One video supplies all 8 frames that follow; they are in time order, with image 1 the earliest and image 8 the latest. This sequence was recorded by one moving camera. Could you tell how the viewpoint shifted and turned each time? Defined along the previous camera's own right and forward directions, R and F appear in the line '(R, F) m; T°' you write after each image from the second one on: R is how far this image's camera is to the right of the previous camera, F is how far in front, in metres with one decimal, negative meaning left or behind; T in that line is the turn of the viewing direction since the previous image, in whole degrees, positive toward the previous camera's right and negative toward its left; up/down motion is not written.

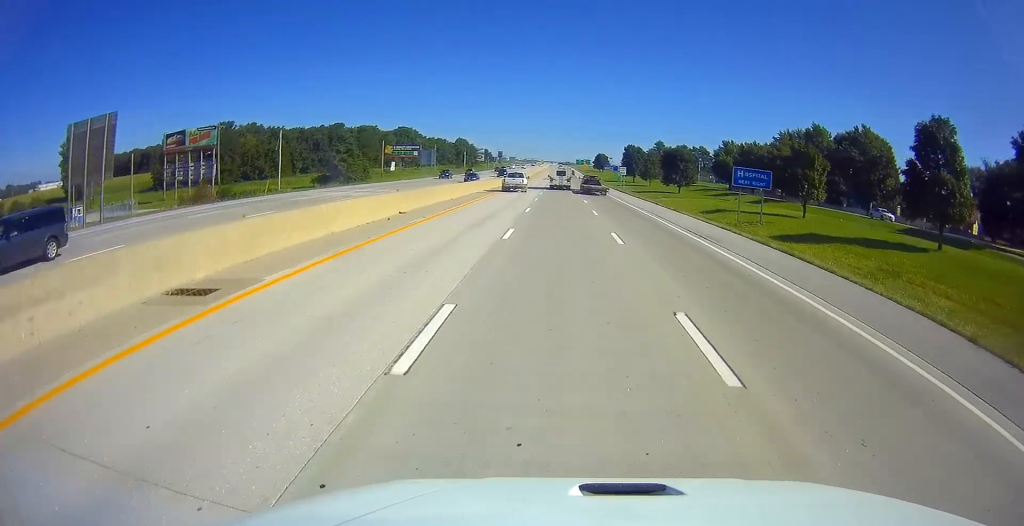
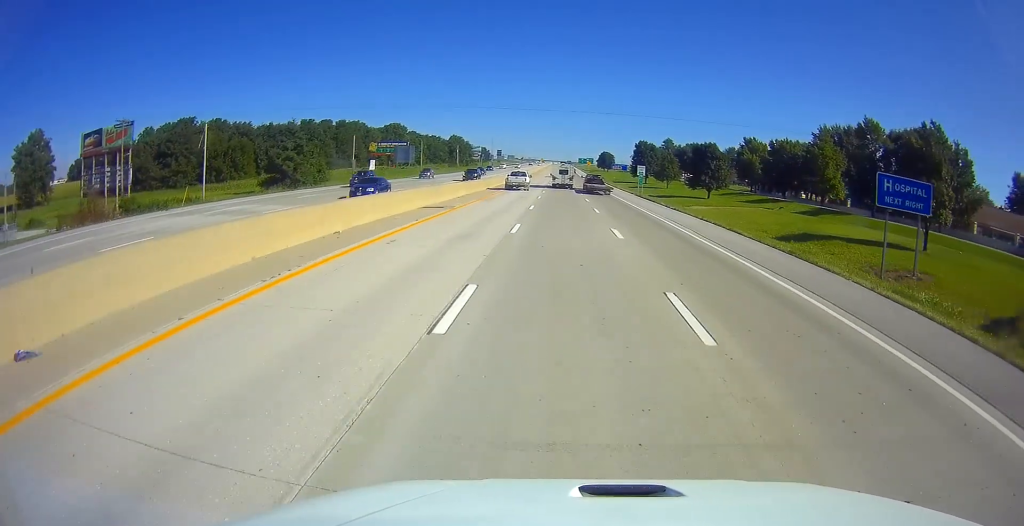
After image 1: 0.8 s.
(-0.2, +23.0) m; 0°
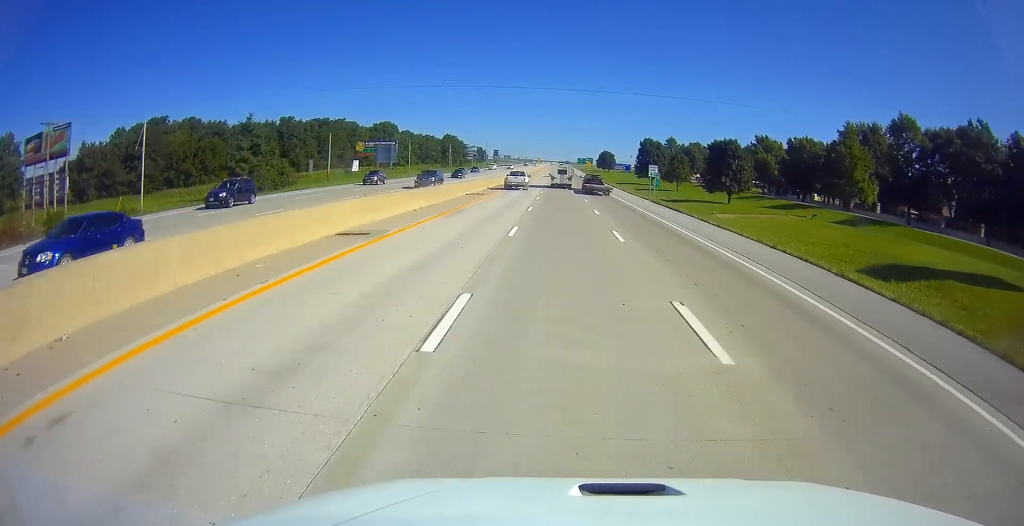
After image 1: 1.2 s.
(+0.3, +13.0) m; +1°
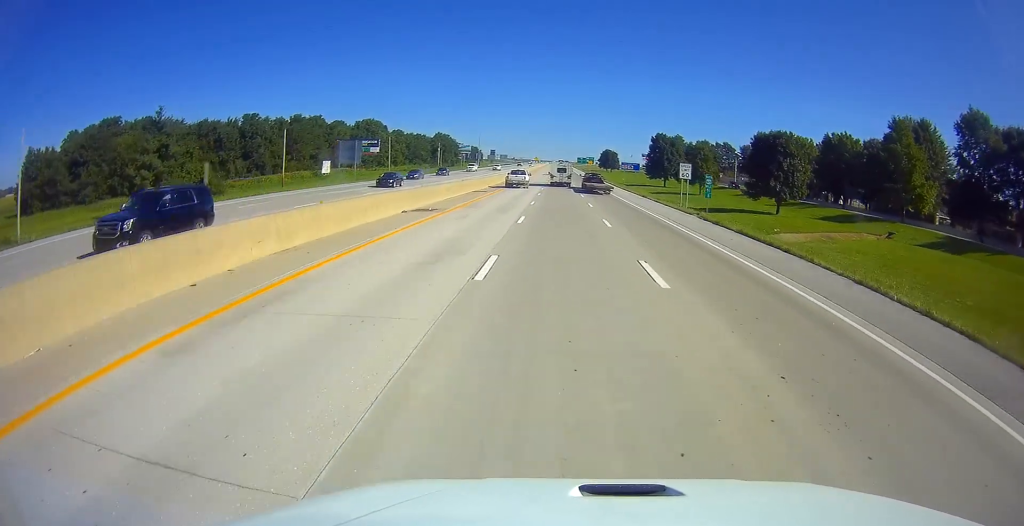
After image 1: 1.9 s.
(+0.2, +20.0) m; 0°
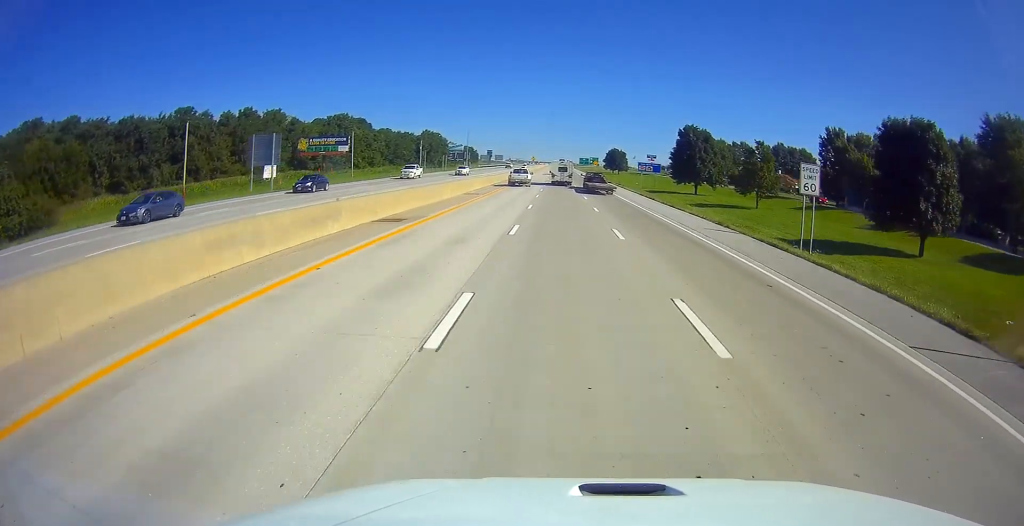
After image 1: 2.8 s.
(0.0, +29.0) m; 0°
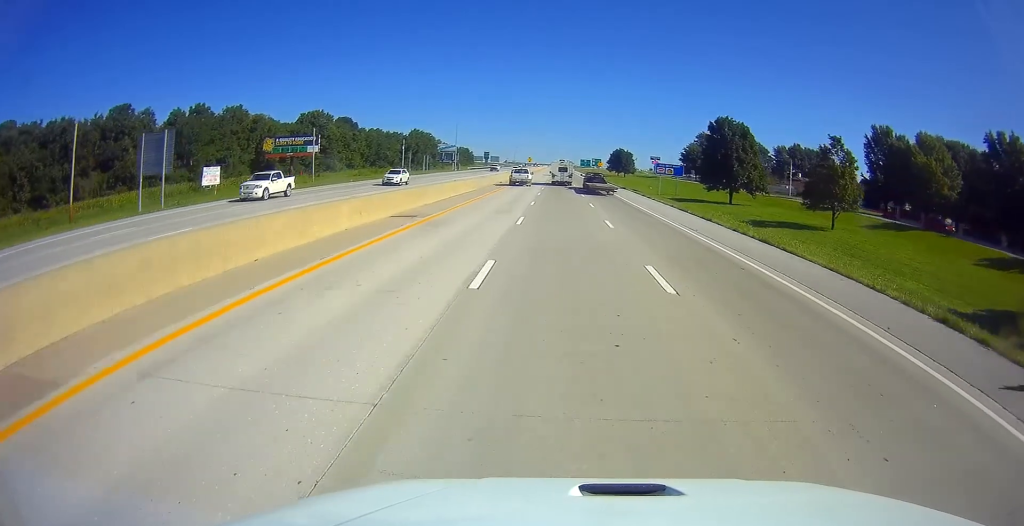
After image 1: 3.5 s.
(0.0, +21.0) m; 0°
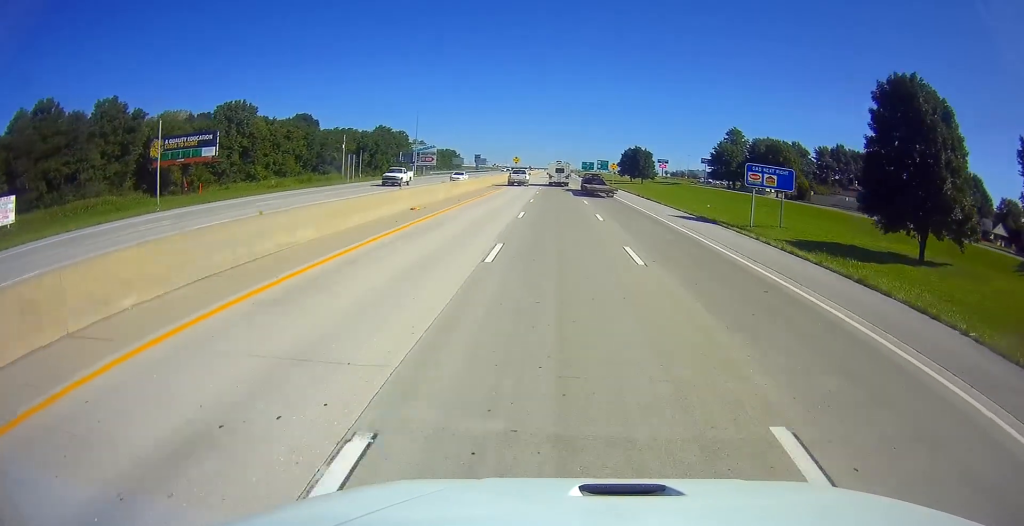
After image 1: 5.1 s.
(+0.1, +45.7) m; 0°
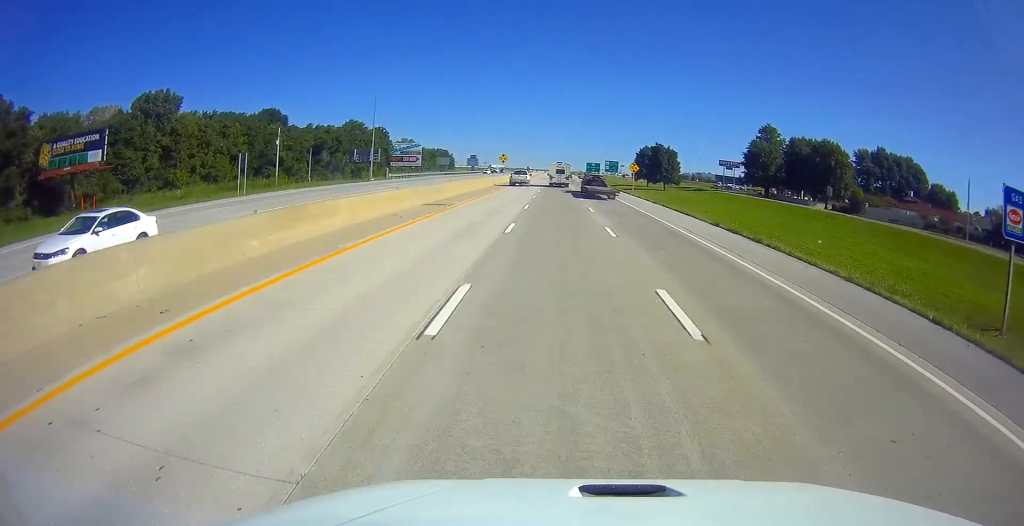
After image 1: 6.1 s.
(0.0, +30.7) m; 0°
